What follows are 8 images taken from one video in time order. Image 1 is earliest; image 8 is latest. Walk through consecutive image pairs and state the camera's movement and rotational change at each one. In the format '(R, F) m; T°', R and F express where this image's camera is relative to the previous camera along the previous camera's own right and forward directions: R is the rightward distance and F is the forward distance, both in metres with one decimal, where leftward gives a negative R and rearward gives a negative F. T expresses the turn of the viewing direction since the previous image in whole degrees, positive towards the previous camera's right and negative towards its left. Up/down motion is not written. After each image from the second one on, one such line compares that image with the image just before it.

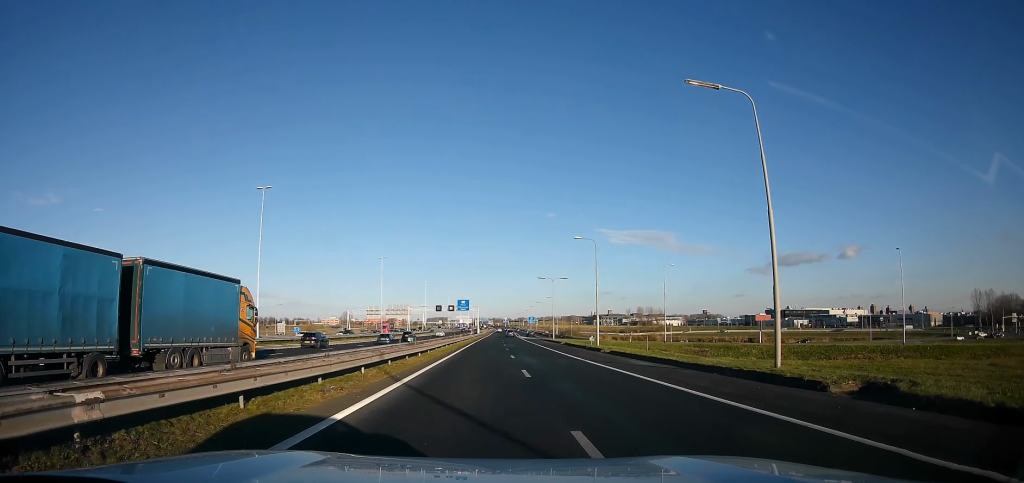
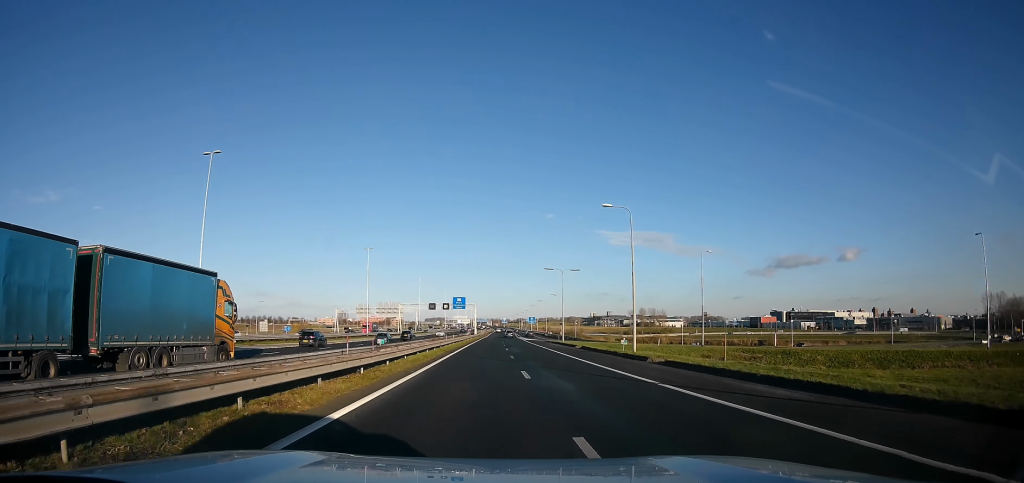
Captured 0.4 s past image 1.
(0.0, +12.2) m; 0°
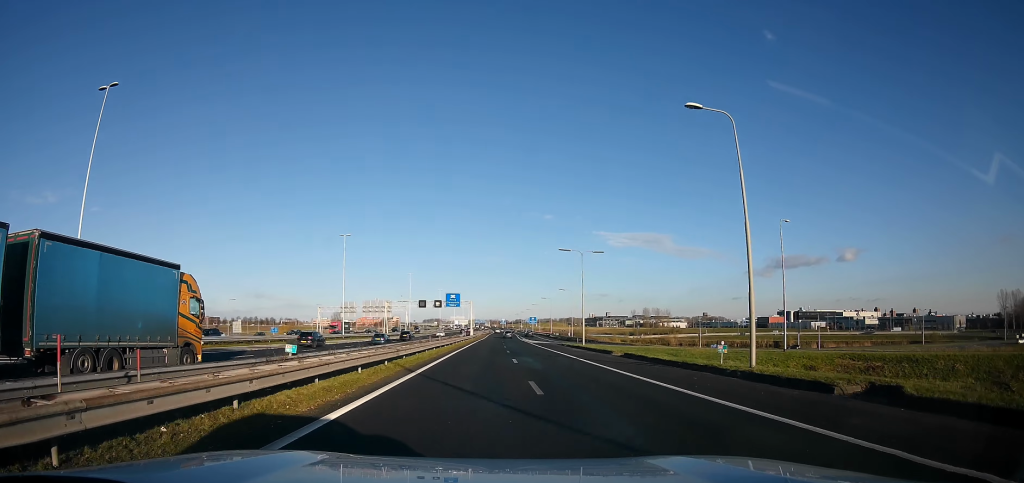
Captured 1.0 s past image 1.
(-0.4, +16.1) m; +1°
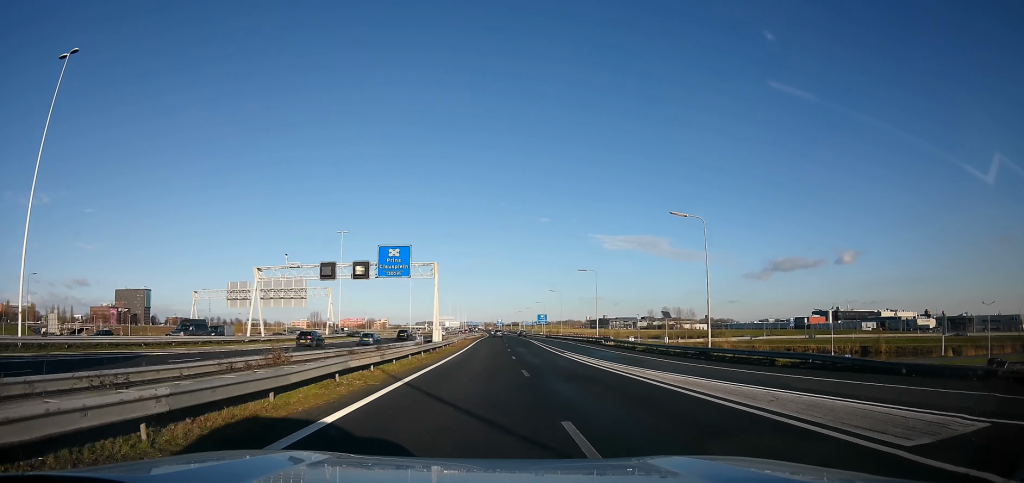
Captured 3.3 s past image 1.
(-0.1, +66.4) m; -2°
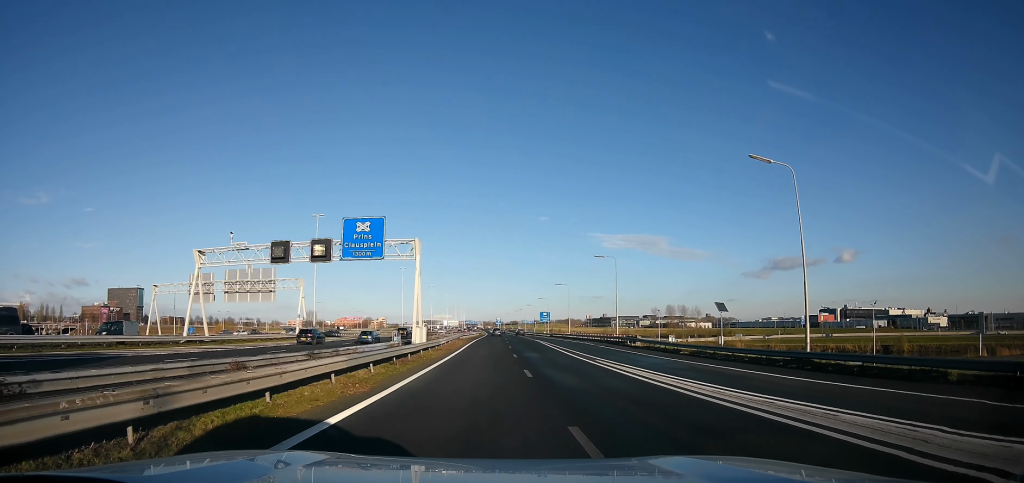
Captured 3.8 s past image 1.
(-0.1, +12.4) m; +1°
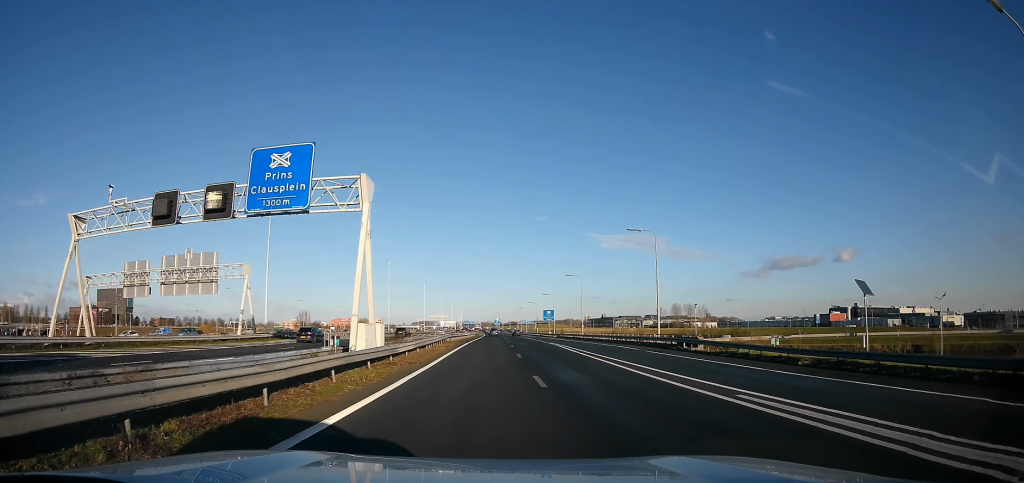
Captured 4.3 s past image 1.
(-0.1, +16.2) m; +1°
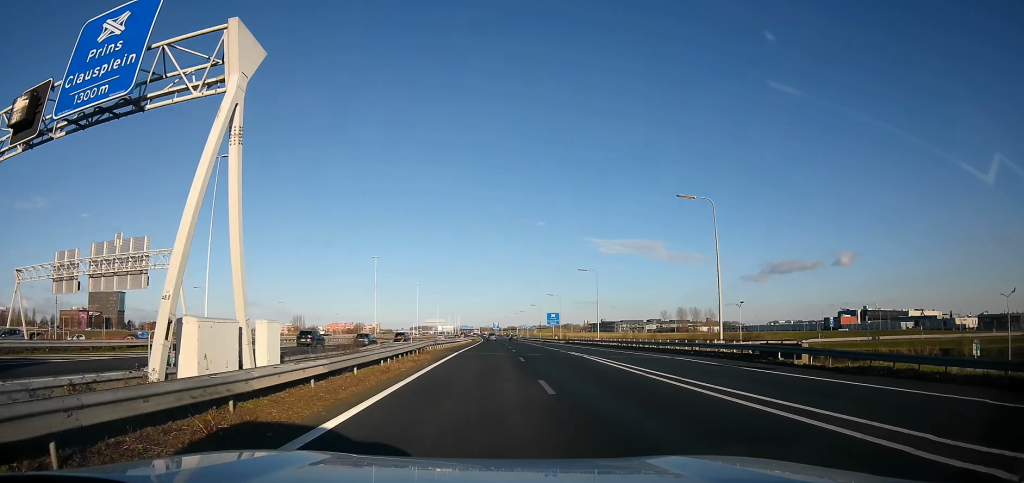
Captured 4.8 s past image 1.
(+0.5, +13.3) m; +1°
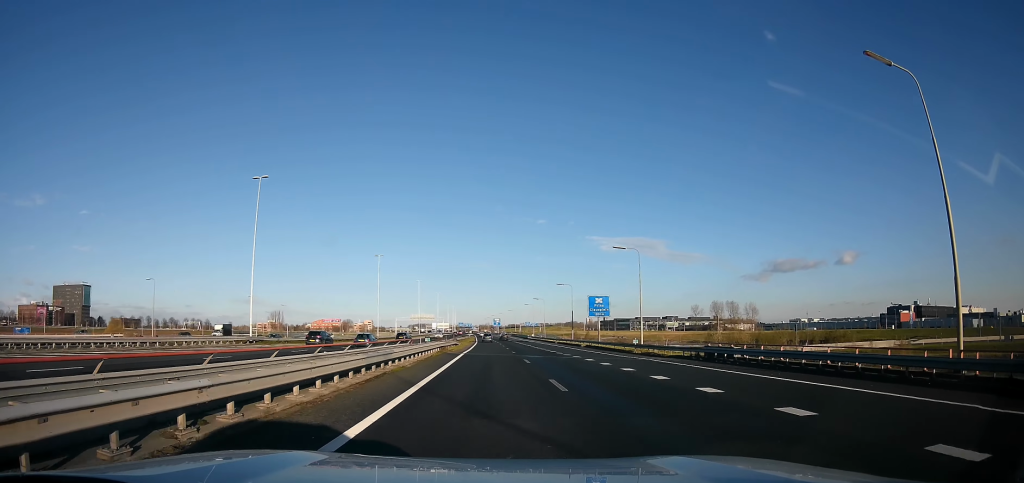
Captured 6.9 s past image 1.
(+0.6, +58.7) m; 0°
